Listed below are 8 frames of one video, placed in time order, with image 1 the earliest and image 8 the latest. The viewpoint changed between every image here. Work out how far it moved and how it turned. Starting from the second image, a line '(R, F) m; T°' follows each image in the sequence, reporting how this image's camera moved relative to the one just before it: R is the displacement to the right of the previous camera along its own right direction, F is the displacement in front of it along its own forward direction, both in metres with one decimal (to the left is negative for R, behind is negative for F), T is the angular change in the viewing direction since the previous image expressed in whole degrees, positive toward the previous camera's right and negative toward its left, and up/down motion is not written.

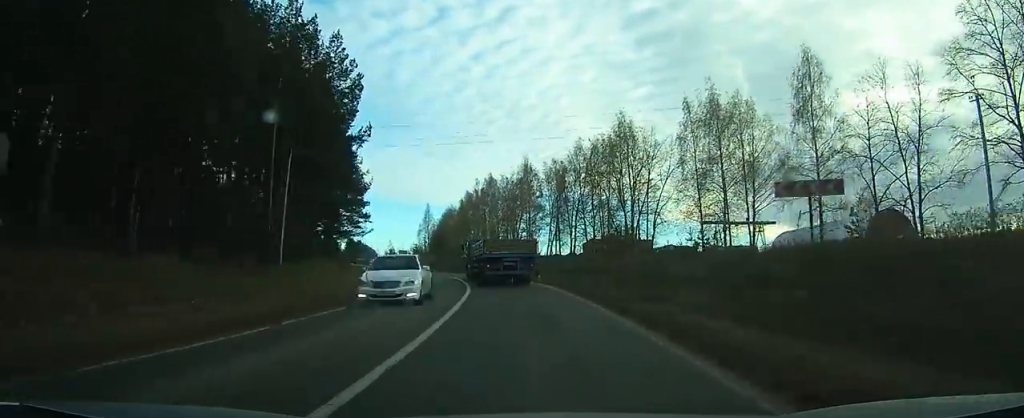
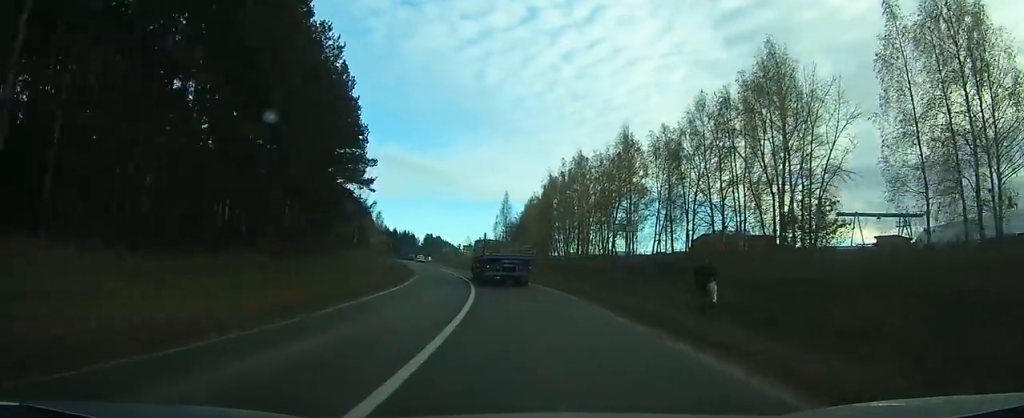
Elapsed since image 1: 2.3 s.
(-1.2, +28.4) m; -7°
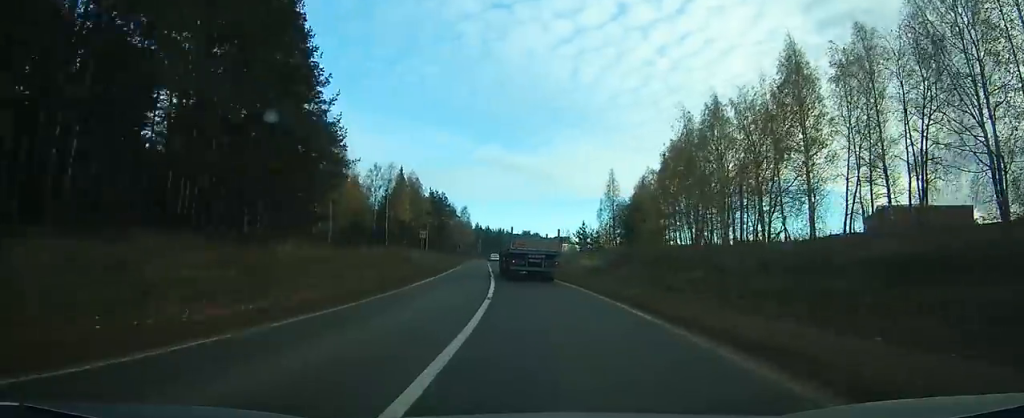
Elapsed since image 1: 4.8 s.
(-2.9, +32.3) m; -9°
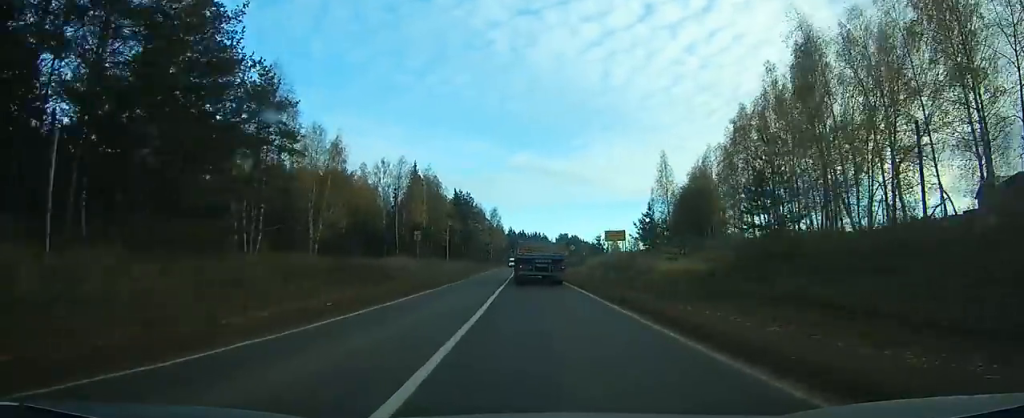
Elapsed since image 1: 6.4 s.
(-1.1, +21.8) m; -4°
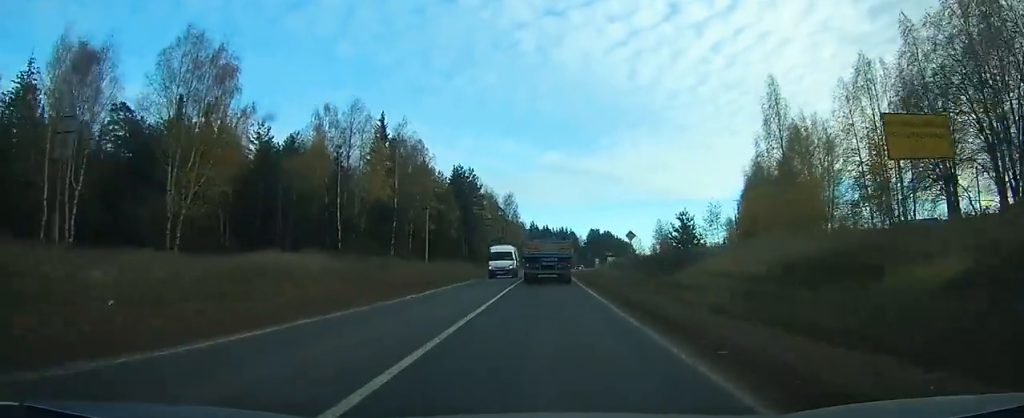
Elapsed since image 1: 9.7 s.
(-1.6, +45.1) m; -4°
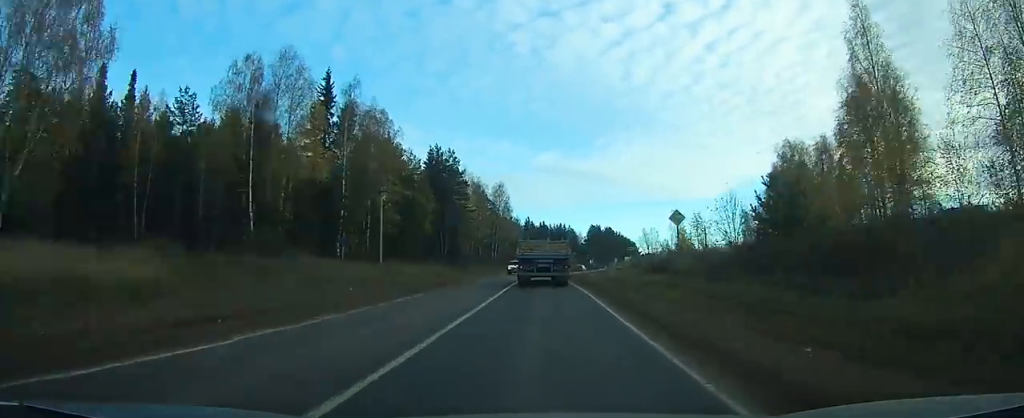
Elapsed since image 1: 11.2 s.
(-0.3, +21.1) m; -2°
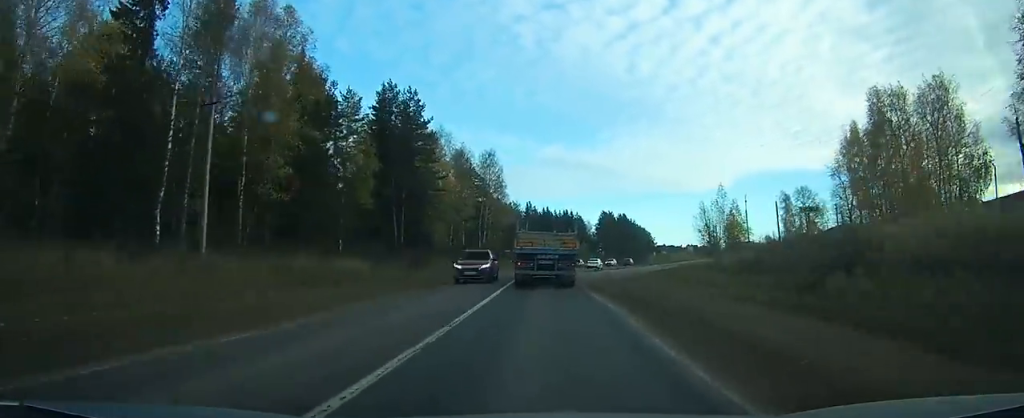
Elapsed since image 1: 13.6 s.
(-0.7, +32.7) m; -2°
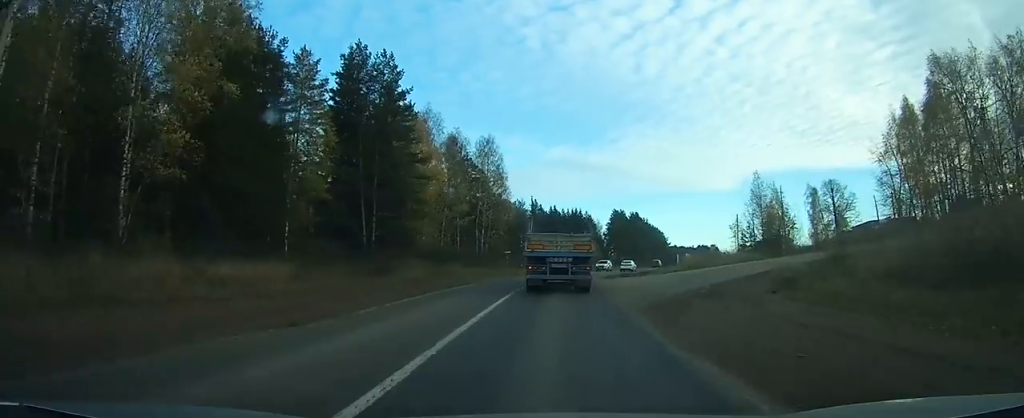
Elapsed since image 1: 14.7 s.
(-0.1, +14.3) m; 0°
